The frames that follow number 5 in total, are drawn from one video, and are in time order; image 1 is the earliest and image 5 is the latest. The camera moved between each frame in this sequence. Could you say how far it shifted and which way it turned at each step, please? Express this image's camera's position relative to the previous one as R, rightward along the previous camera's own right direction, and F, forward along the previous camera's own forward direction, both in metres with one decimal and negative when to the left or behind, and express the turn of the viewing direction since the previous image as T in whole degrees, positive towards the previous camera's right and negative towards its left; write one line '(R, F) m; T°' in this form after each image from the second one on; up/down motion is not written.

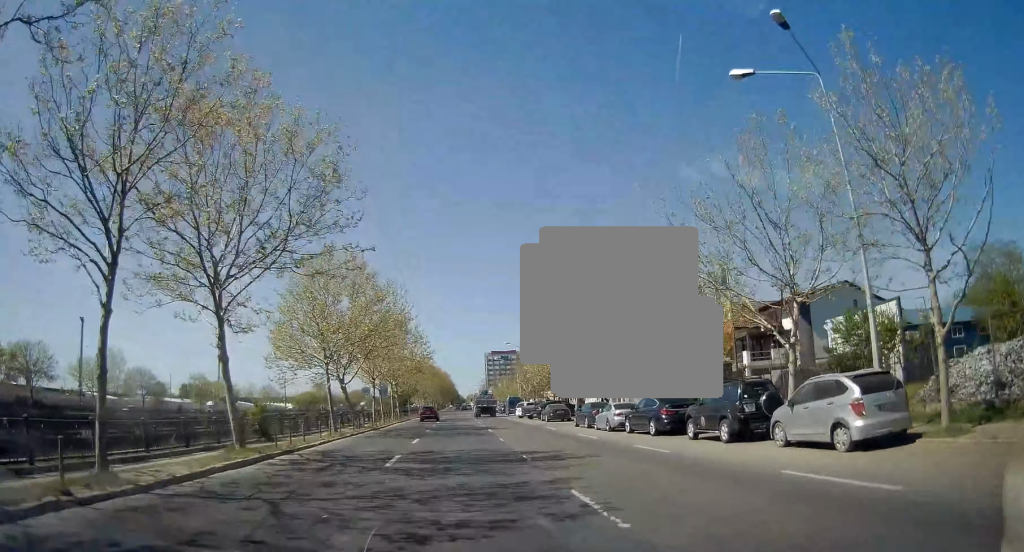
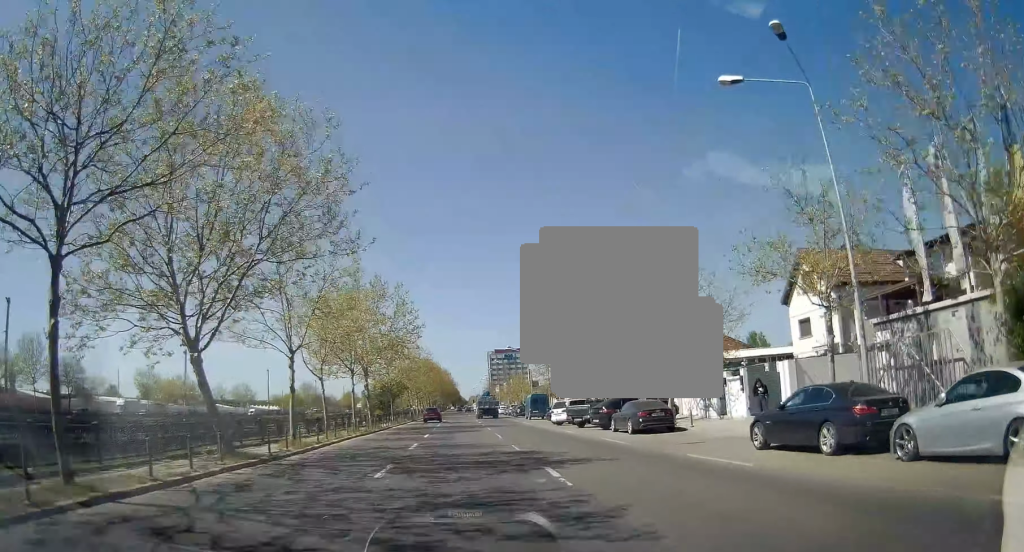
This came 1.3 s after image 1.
(+0.1, +22.6) m; 0°
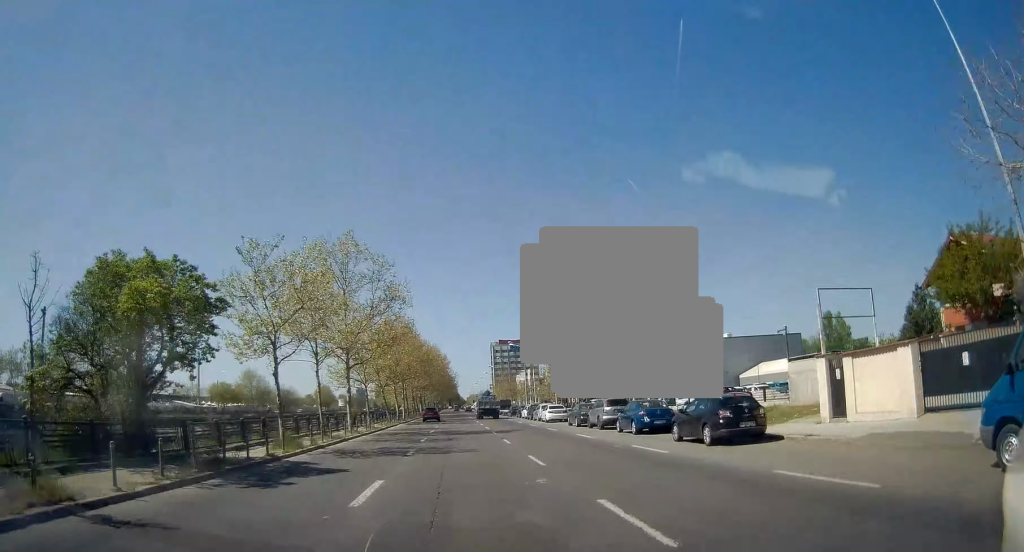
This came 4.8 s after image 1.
(-0.5, +58.2) m; -1°
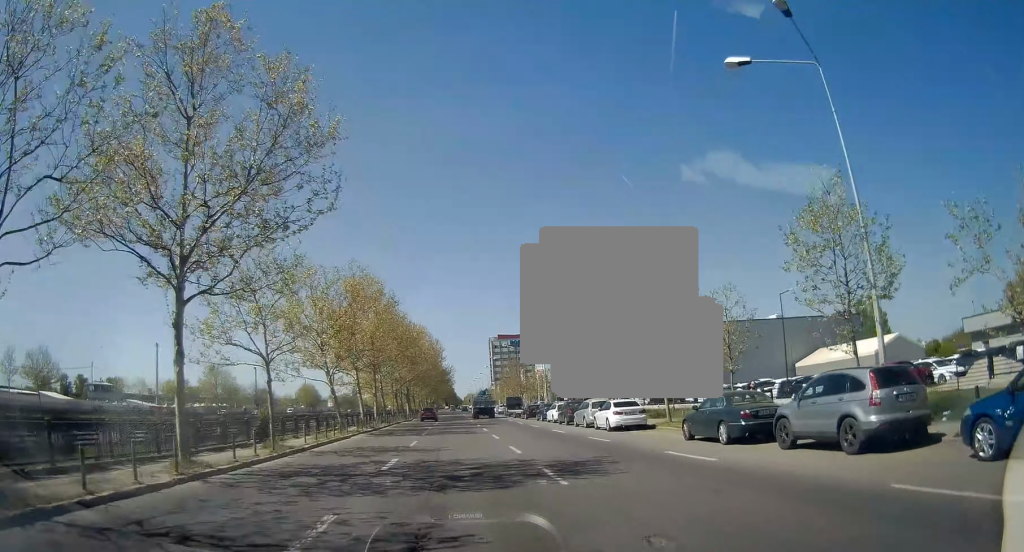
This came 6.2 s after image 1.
(-0.2, +21.8) m; -1°
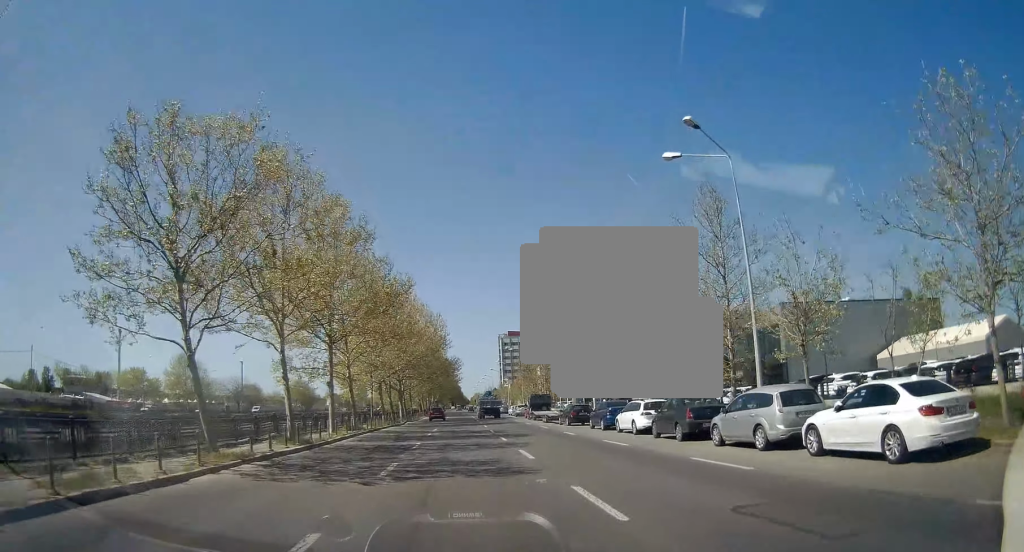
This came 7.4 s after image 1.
(+0.1, +19.7) m; +2°
